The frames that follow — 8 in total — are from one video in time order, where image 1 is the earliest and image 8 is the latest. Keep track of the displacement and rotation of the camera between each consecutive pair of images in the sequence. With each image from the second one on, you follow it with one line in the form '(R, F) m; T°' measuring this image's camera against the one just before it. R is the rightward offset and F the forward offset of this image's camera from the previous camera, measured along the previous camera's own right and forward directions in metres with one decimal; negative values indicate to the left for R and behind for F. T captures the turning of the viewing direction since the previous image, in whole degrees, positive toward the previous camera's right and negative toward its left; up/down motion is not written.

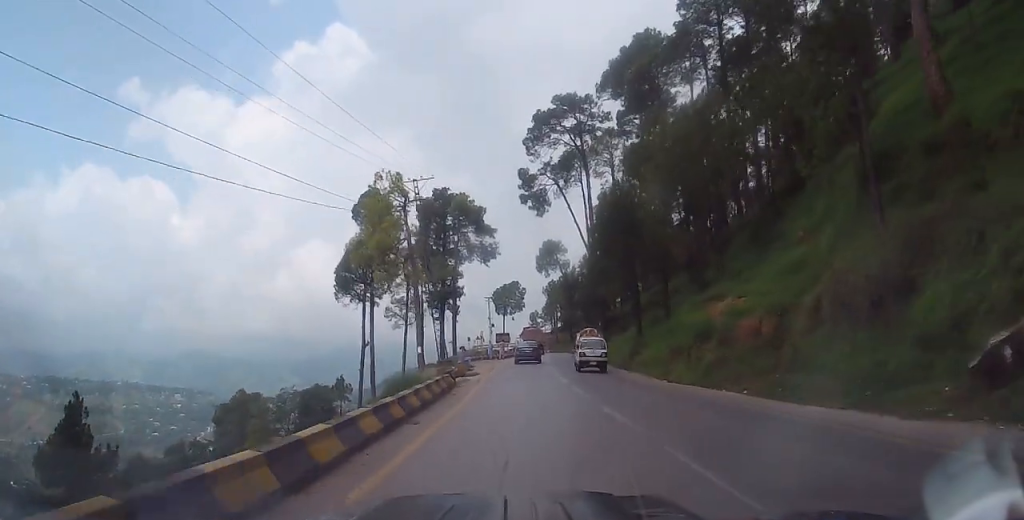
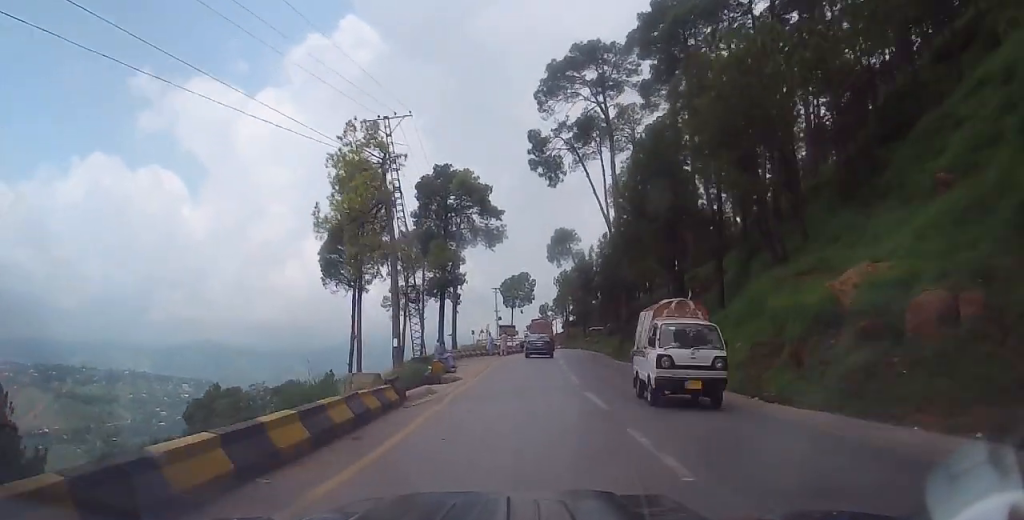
(-0.3, +10.1) m; 0°
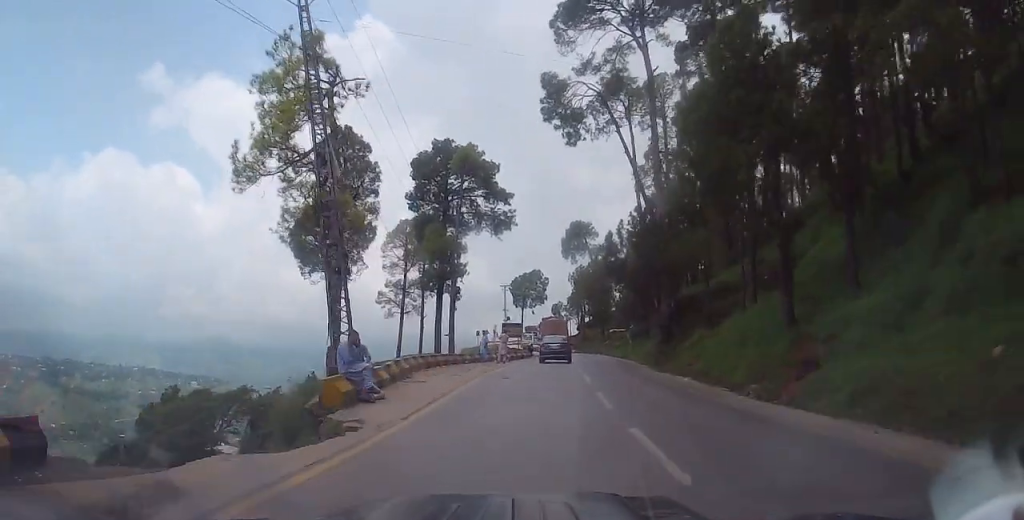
(+0.1, +11.9) m; -2°
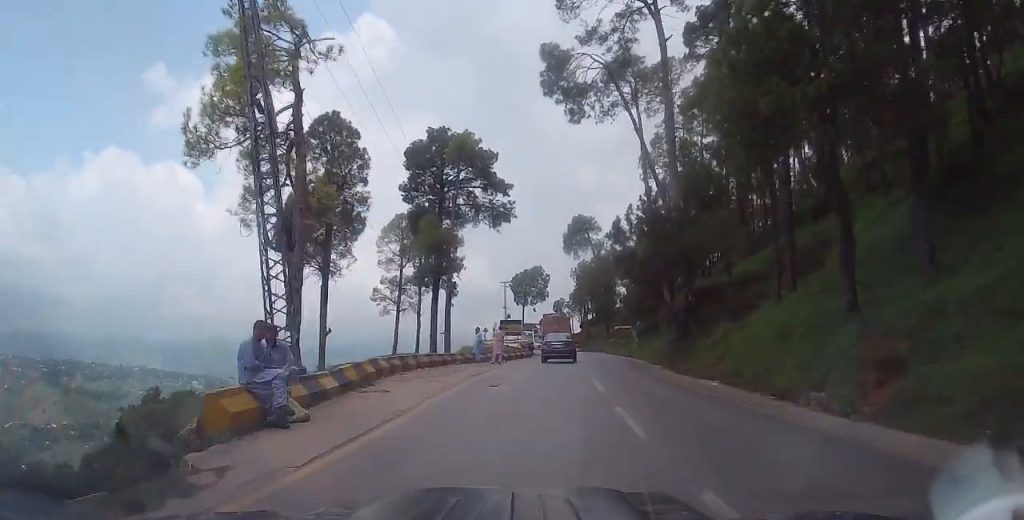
(-0.1, +3.9) m; -1°
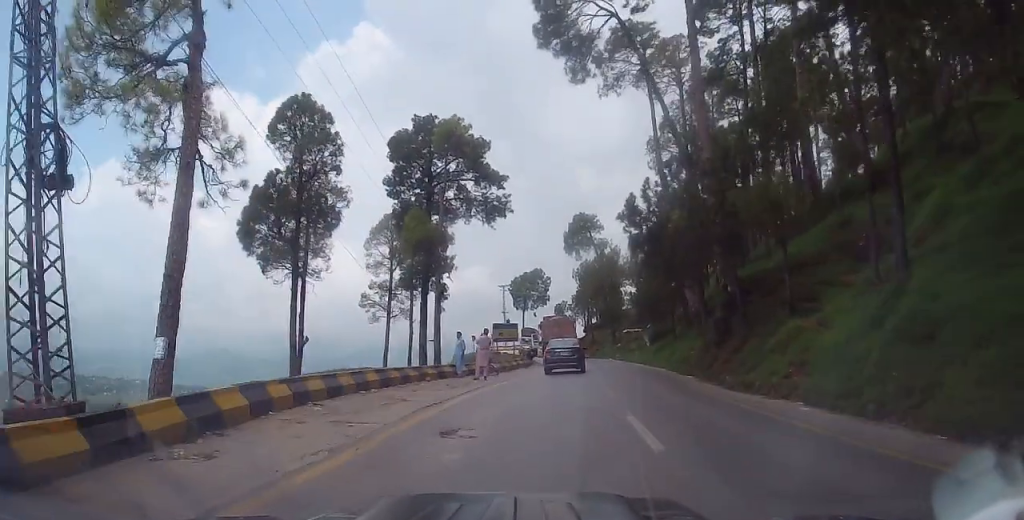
(0.0, +6.7) m; +1°
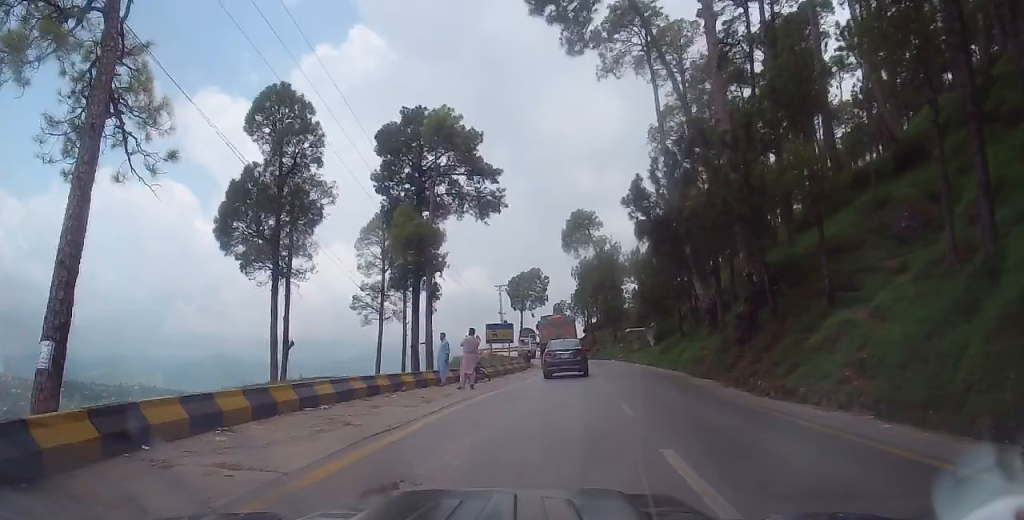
(0.0, +3.2) m; +1°
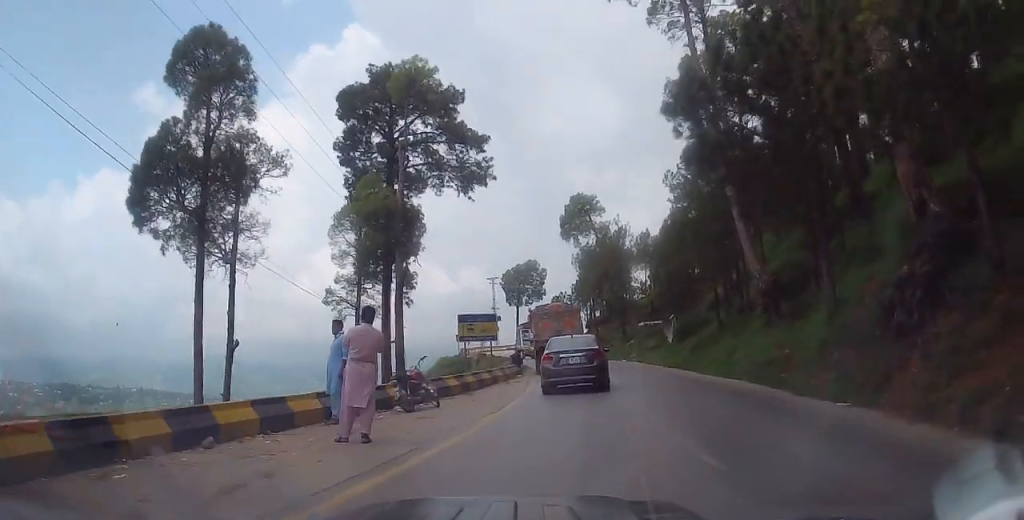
(+0.2, +10.0) m; +3°
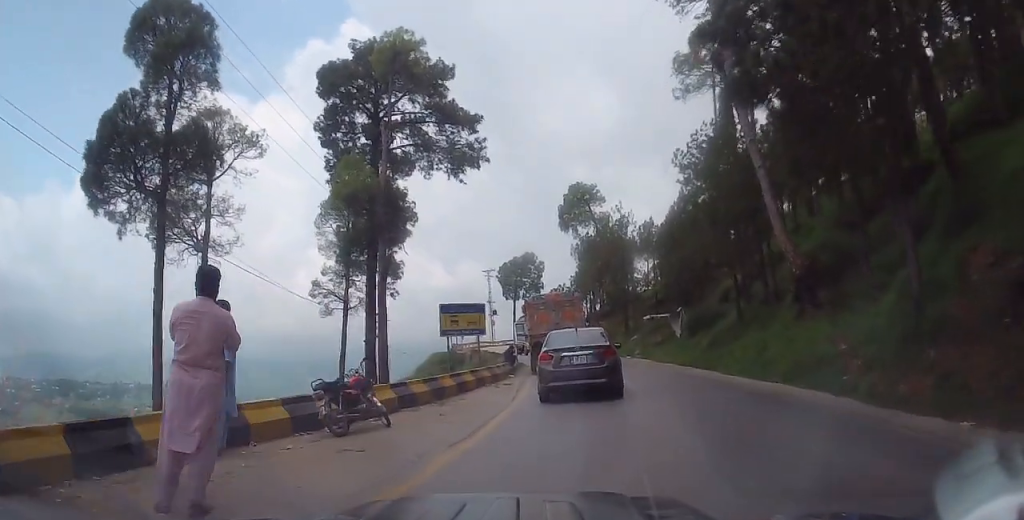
(+0.1, +3.7) m; -2°
